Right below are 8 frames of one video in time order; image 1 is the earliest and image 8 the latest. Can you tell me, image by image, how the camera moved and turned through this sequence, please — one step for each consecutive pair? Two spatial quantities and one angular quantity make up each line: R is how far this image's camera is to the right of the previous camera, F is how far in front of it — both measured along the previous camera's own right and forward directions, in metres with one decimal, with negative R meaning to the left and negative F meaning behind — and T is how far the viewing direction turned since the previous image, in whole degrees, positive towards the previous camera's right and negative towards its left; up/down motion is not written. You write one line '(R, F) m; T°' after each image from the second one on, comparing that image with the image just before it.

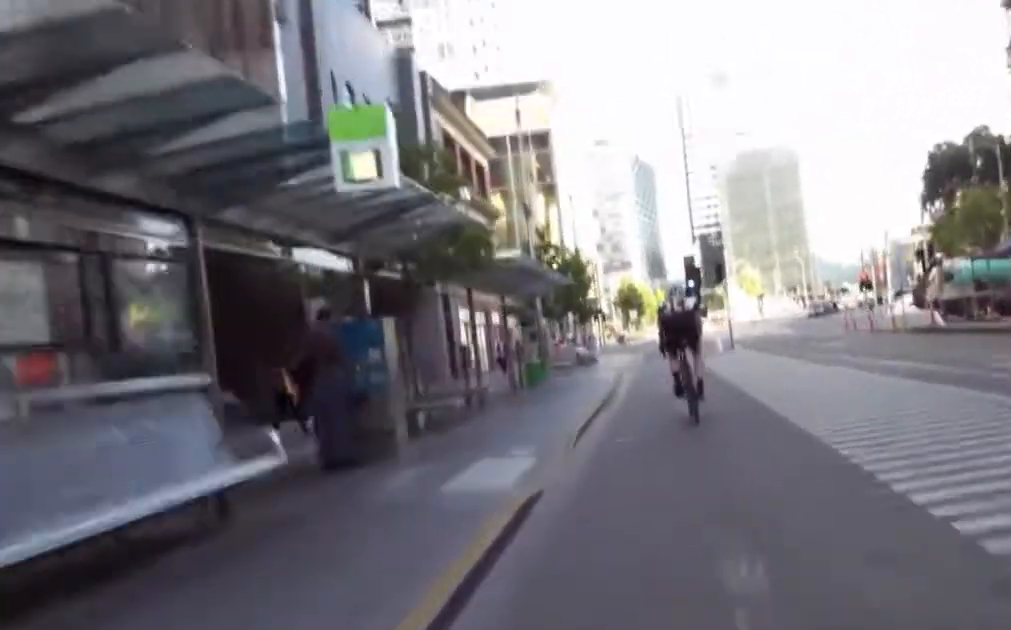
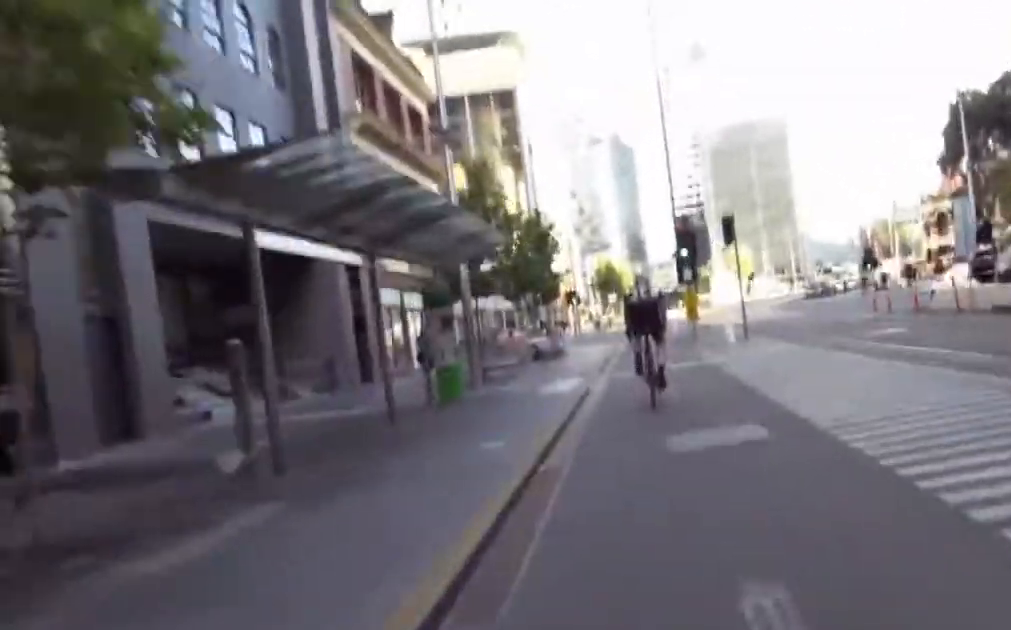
(-0.9, +9.2) m; 0°
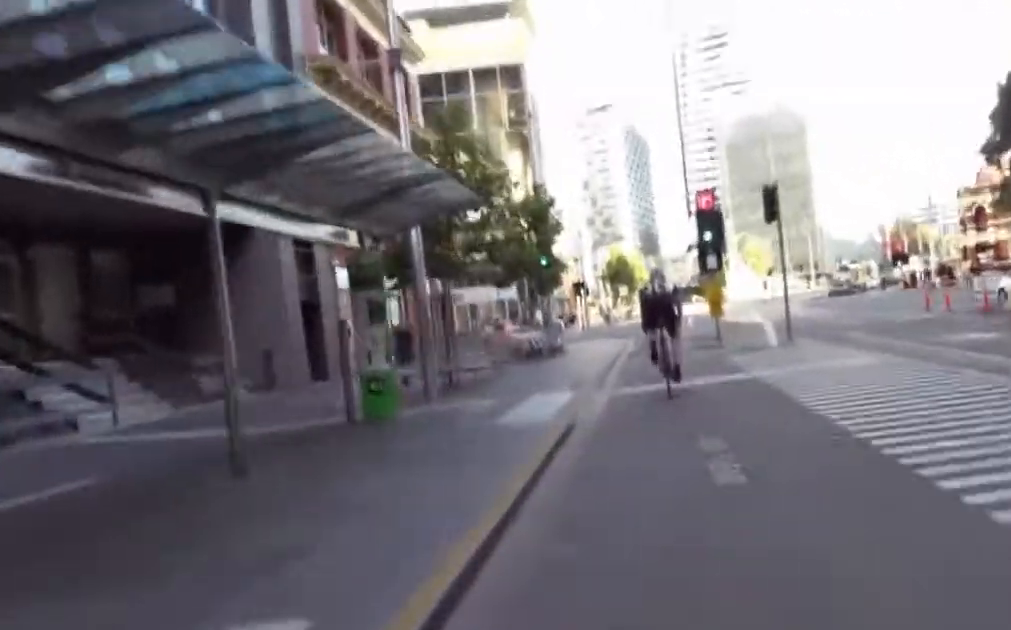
(+0.8, +5.0) m; 0°
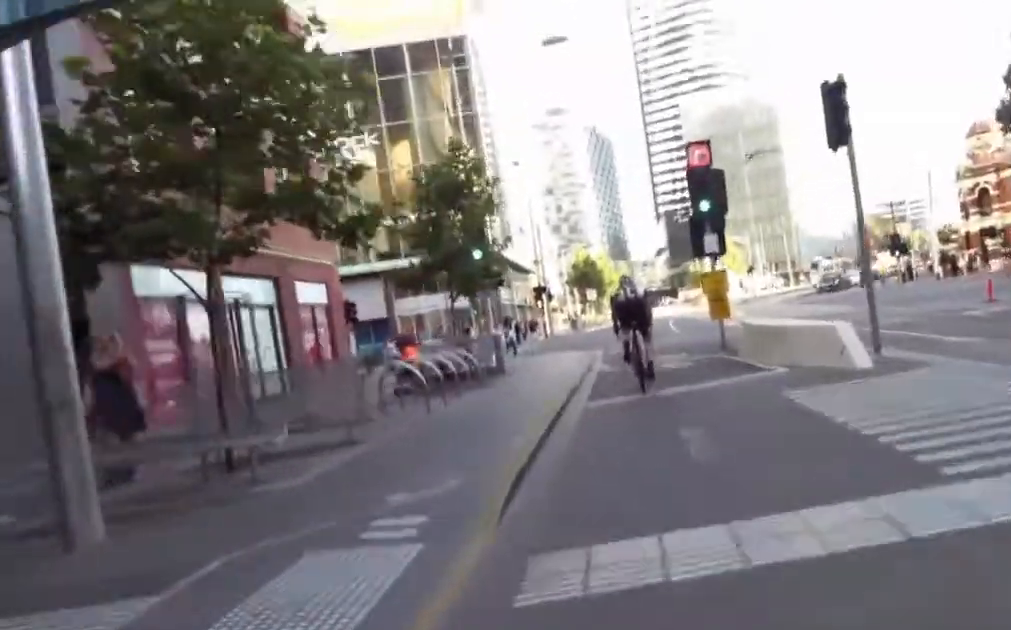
(-0.9, +7.9) m; -3°
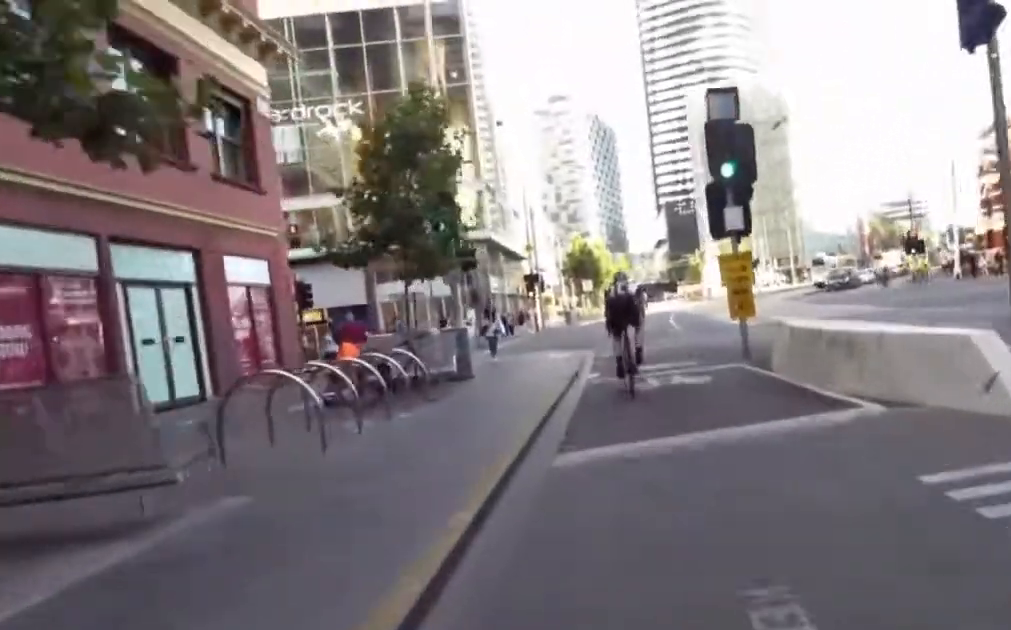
(0.0, +3.8) m; 0°
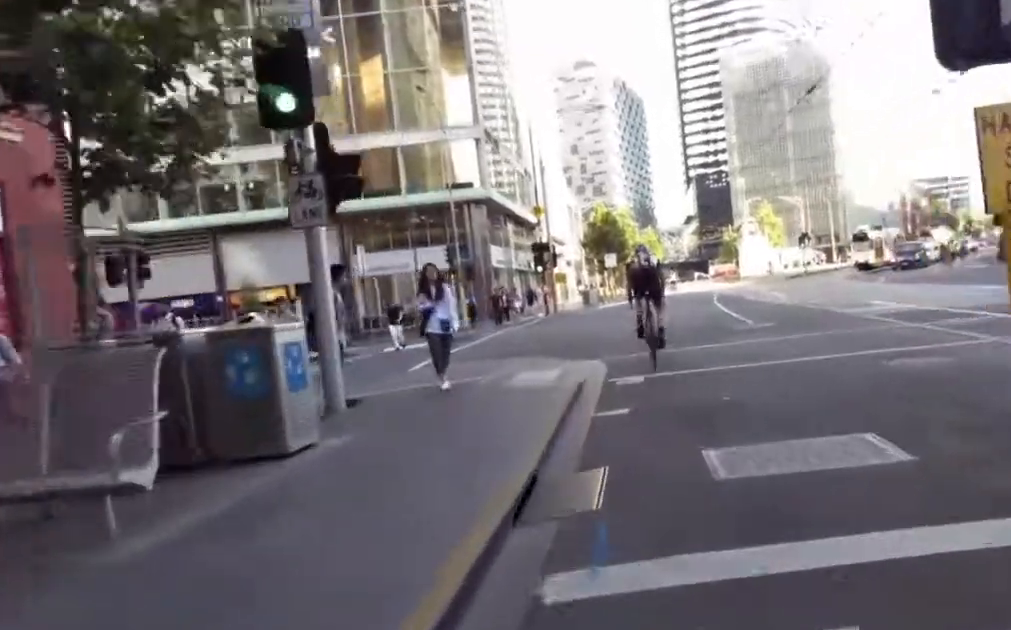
(+0.6, +9.3) m; +3°
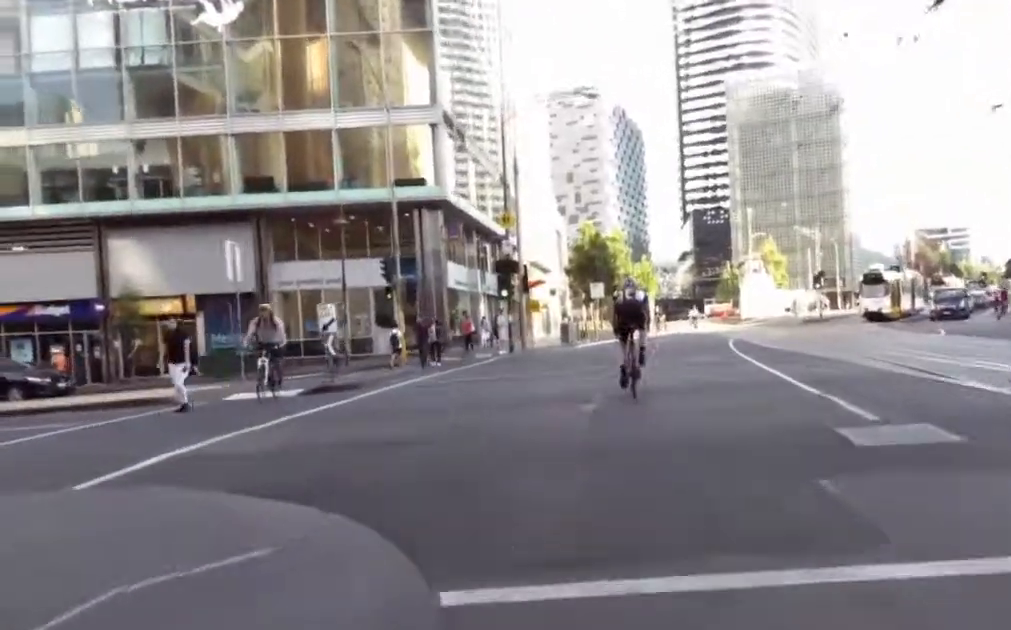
(-0.1, +9.1) m; 0°
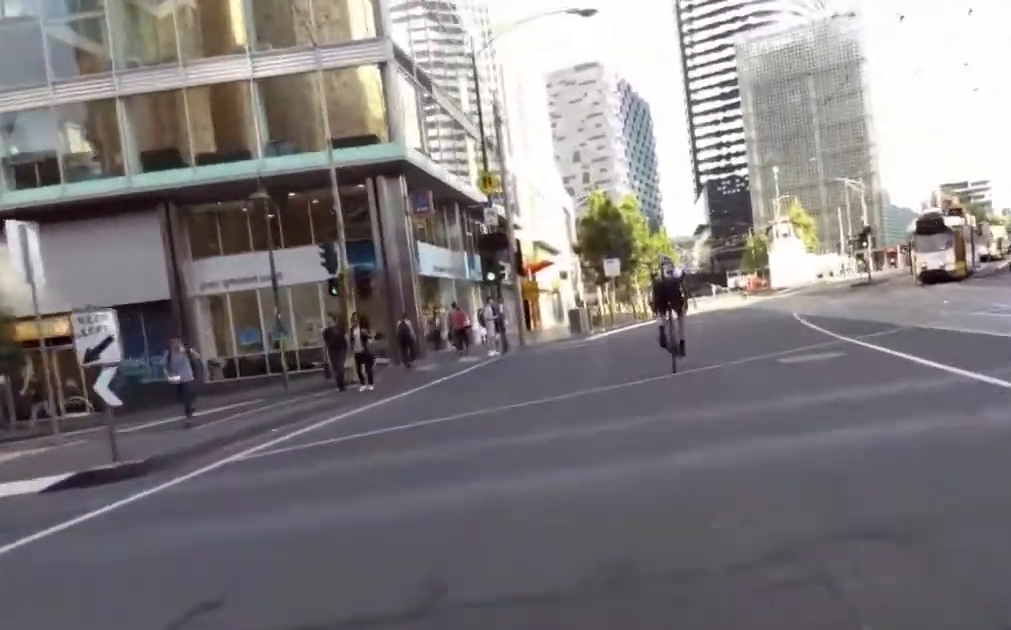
(+0.1, +7.9) m; -3°
